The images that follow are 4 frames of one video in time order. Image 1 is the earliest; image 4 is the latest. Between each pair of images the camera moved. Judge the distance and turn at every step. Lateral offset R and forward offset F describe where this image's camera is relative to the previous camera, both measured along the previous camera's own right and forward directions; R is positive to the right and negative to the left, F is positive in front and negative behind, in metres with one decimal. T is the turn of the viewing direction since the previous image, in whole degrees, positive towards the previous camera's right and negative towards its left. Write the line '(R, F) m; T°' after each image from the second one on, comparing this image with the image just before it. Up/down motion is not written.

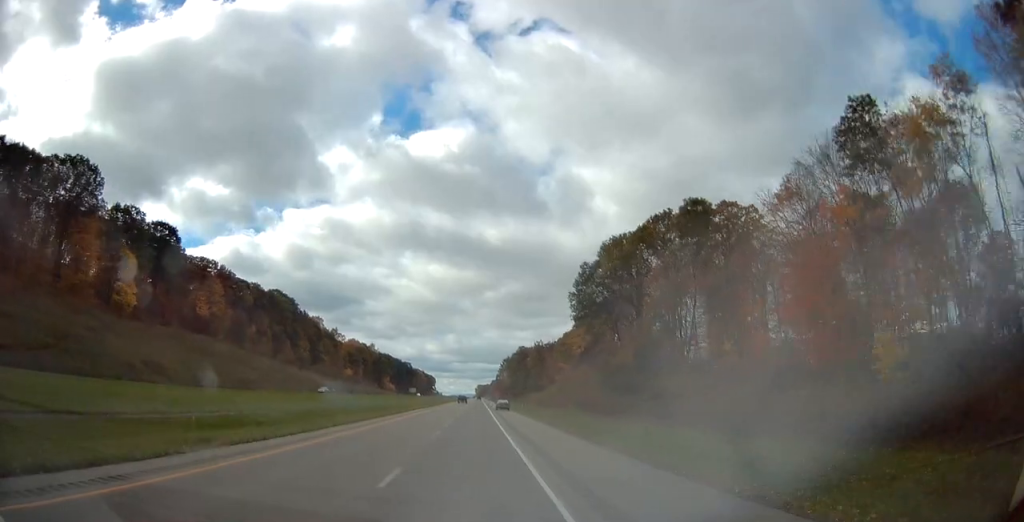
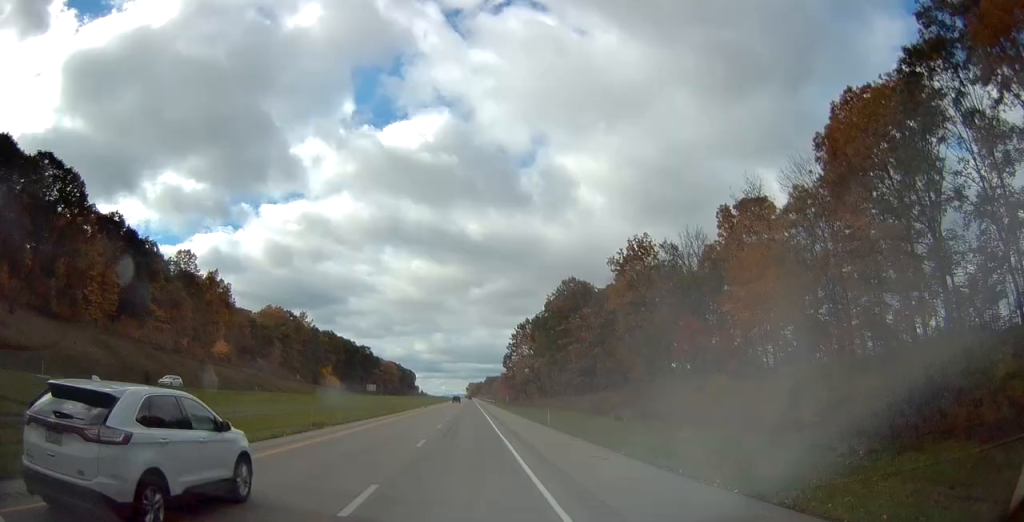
(+0.8, +148.3) m; +1°
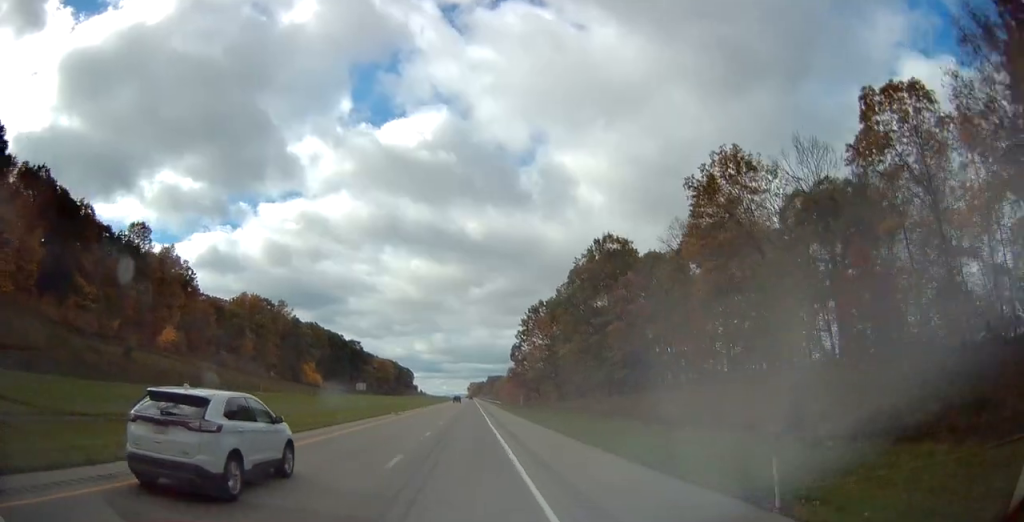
(-0.1, +30.5) m; 0°
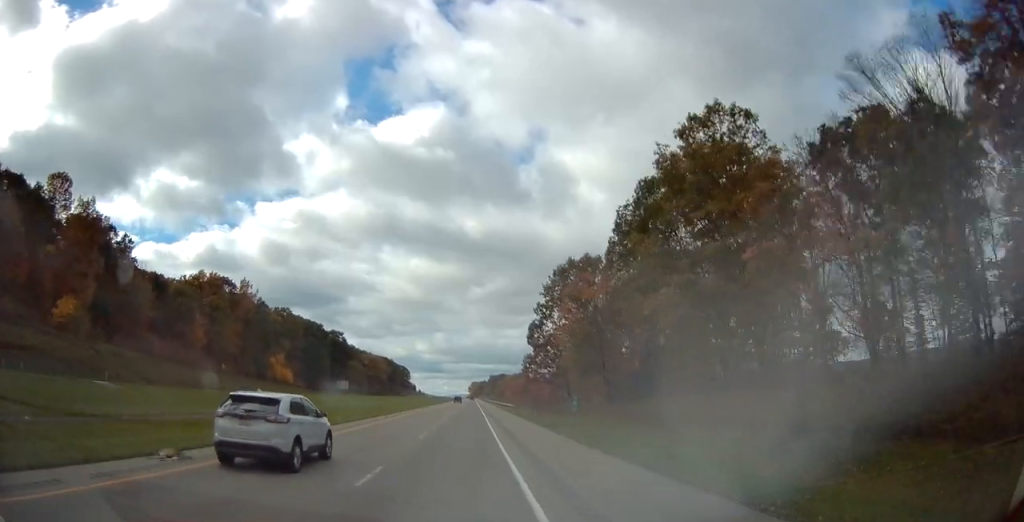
(+0.1, +39.9) m; 0°
